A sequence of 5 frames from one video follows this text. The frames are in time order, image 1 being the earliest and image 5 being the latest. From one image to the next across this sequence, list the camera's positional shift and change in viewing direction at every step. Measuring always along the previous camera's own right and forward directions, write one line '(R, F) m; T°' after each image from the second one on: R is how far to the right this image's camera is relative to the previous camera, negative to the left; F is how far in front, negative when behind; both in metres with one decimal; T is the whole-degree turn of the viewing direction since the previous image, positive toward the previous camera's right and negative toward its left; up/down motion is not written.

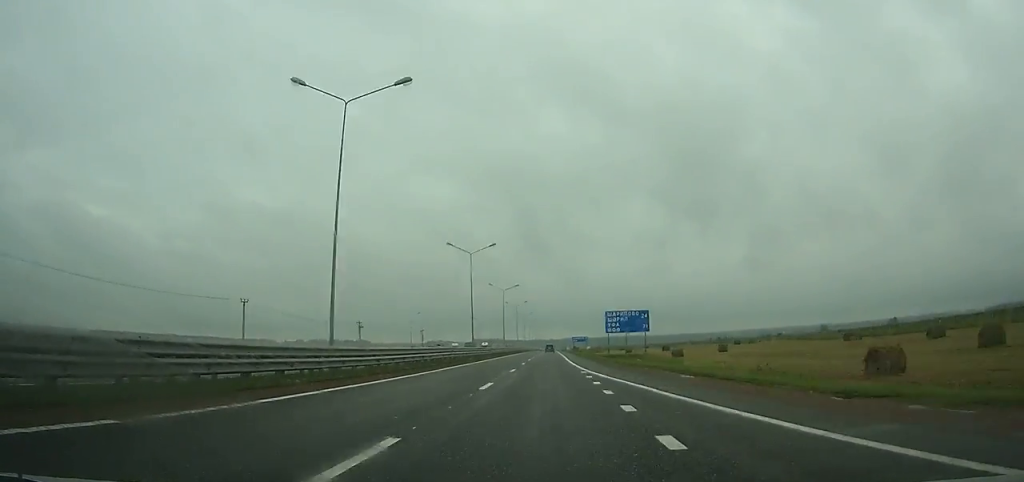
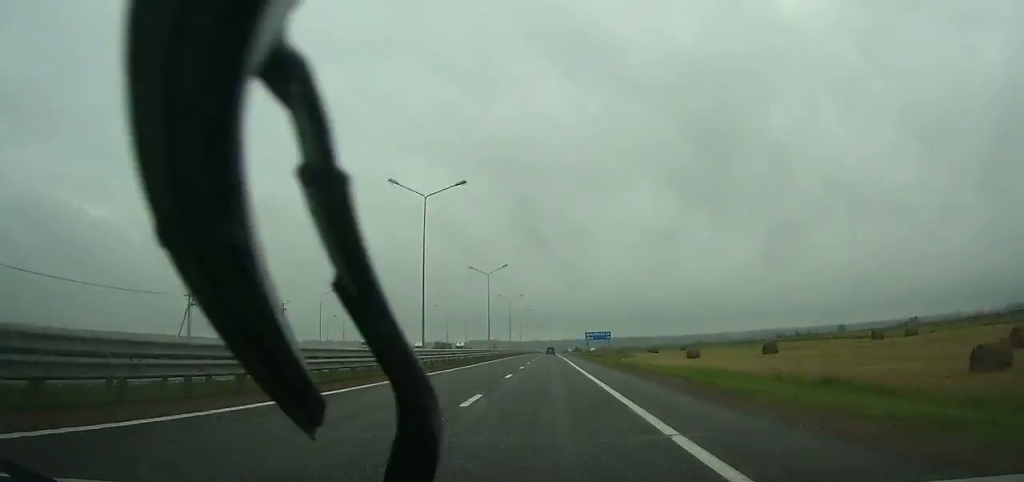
(-0.1, +64.0) m; 0°
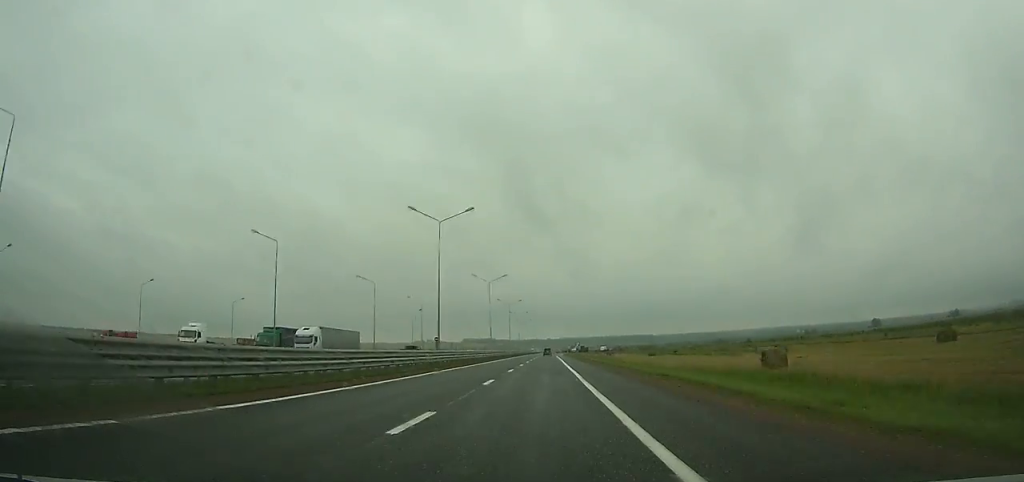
(+0.2, +112.0) m; 0°
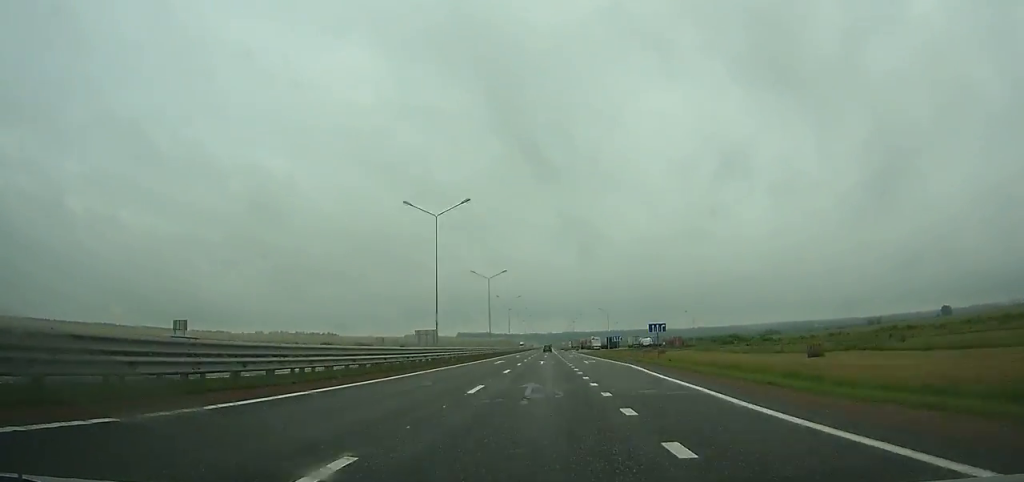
(-0.2, +160.2) m; 0°
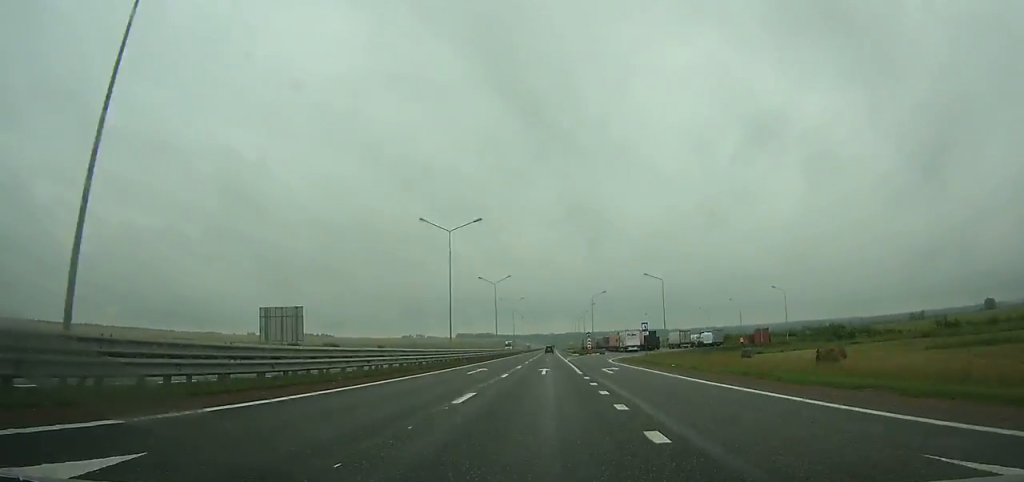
(0.0, +74.1) m; 0°
